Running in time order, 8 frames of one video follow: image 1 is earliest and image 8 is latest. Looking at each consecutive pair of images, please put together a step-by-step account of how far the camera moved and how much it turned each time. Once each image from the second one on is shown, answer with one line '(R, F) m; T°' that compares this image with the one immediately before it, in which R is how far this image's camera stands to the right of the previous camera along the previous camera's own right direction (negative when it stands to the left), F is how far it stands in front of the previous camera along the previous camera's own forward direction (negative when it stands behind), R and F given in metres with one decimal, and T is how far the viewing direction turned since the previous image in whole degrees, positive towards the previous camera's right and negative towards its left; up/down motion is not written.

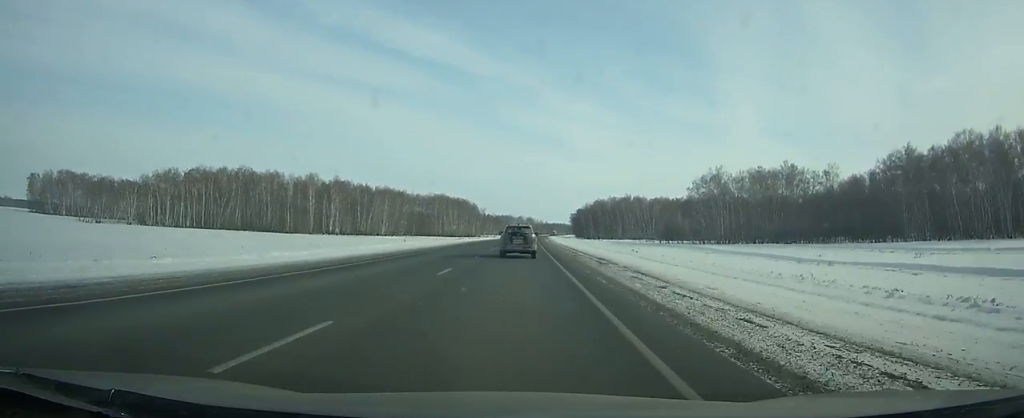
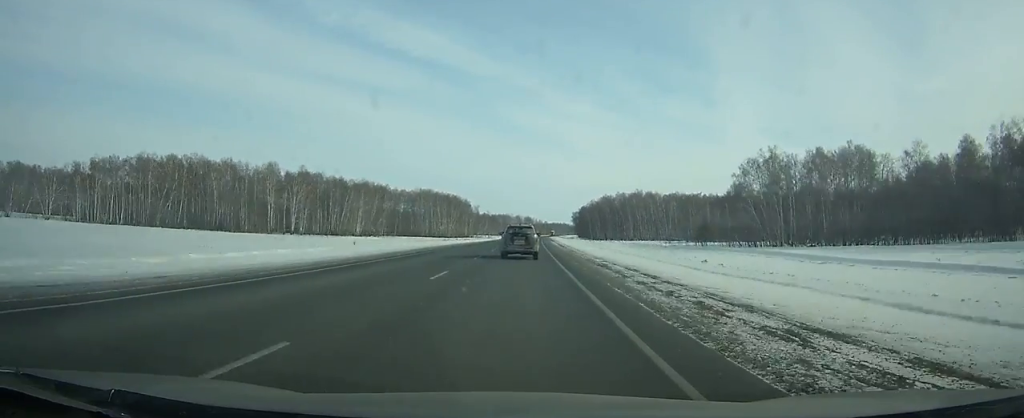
(-0.1, +37.9) m; 0°
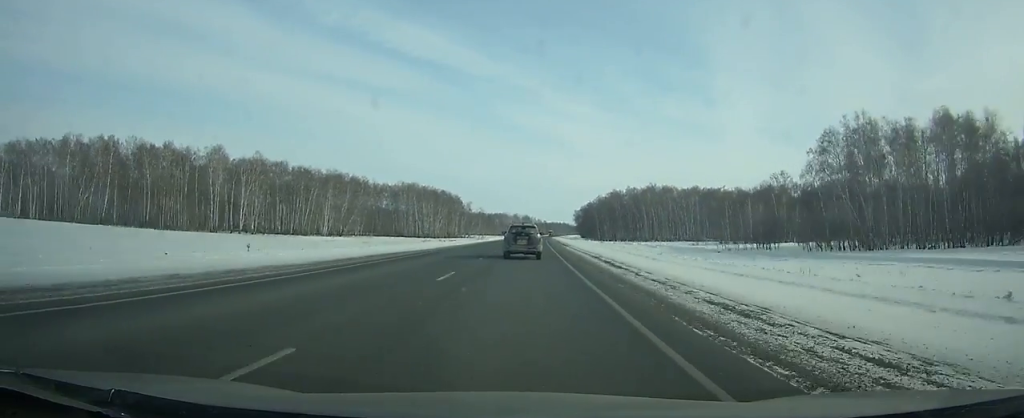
(+0.1, +35.1) m; 0°
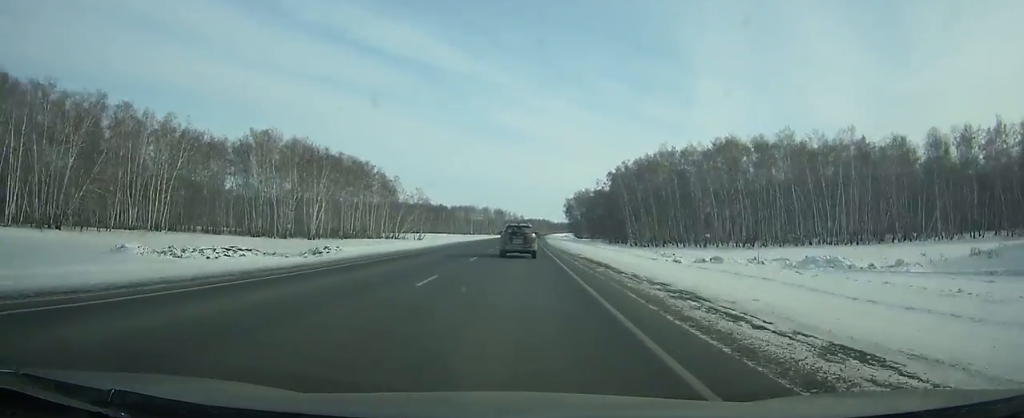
(+2.1, +123.2) m; +2°
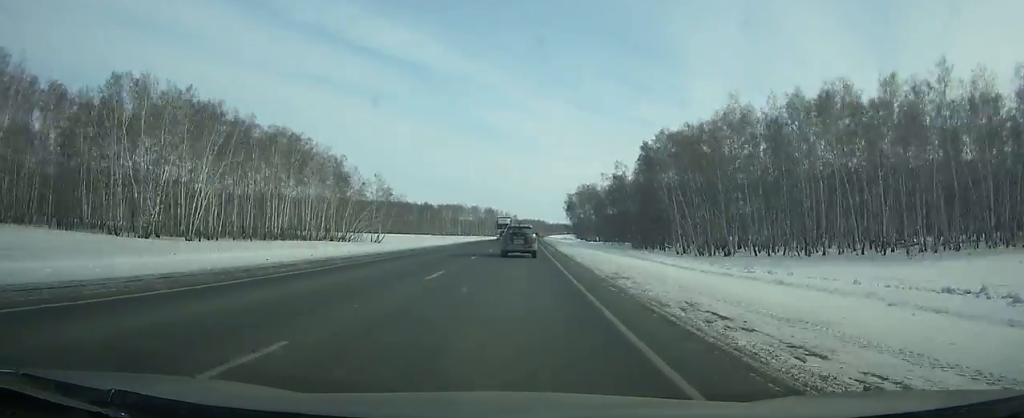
(+0.4, +45.4) m; +1°
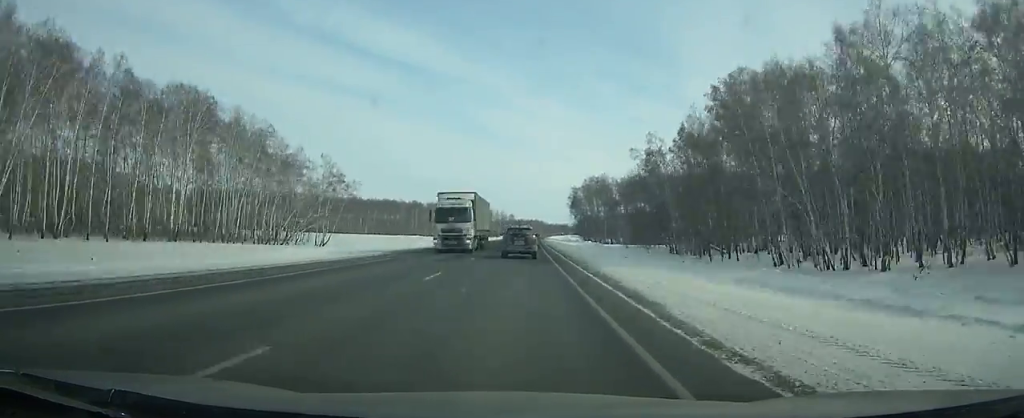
(+0.2, +37.4) m; 0°
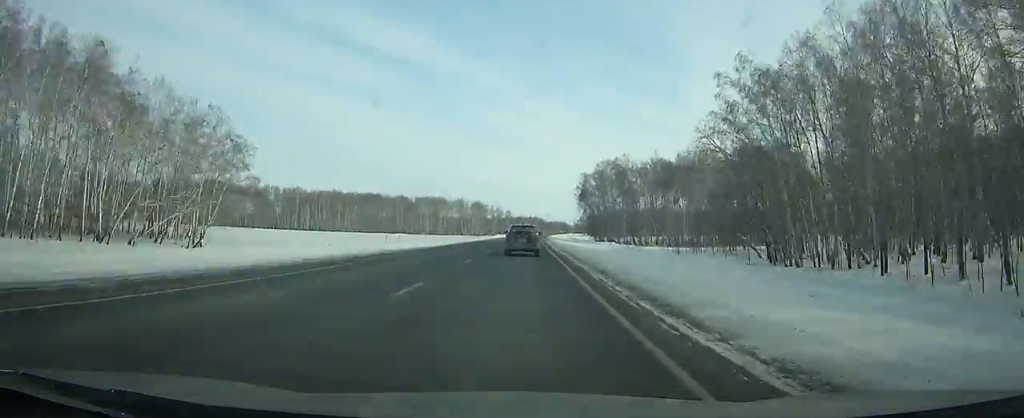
(+0.1, +40.2) m; 0°
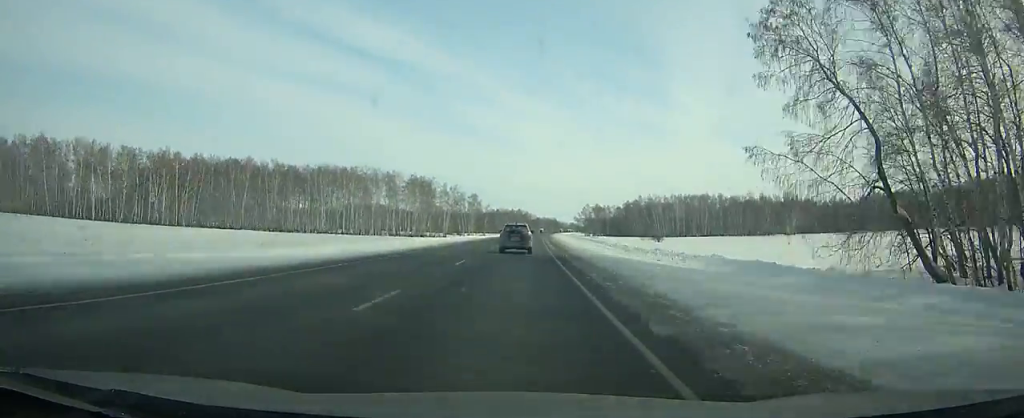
(+2.1, +155.6) m; +1°
